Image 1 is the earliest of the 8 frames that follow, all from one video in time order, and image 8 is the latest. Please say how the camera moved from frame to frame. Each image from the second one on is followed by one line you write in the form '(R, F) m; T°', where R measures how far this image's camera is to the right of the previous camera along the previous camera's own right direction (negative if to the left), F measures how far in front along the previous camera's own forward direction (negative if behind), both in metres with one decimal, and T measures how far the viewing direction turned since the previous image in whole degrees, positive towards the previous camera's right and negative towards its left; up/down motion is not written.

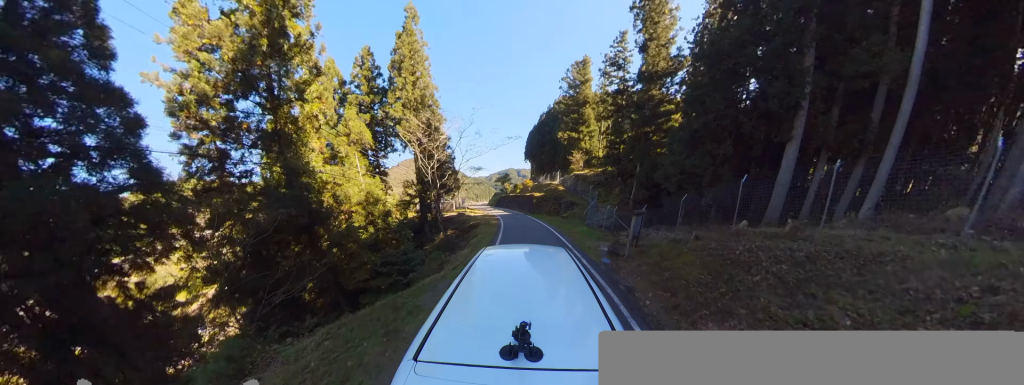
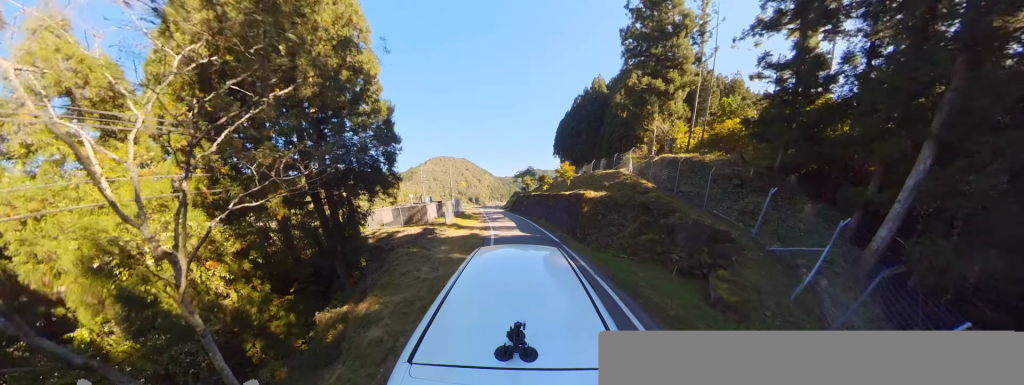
(-1.4, +14.4) m; -10°
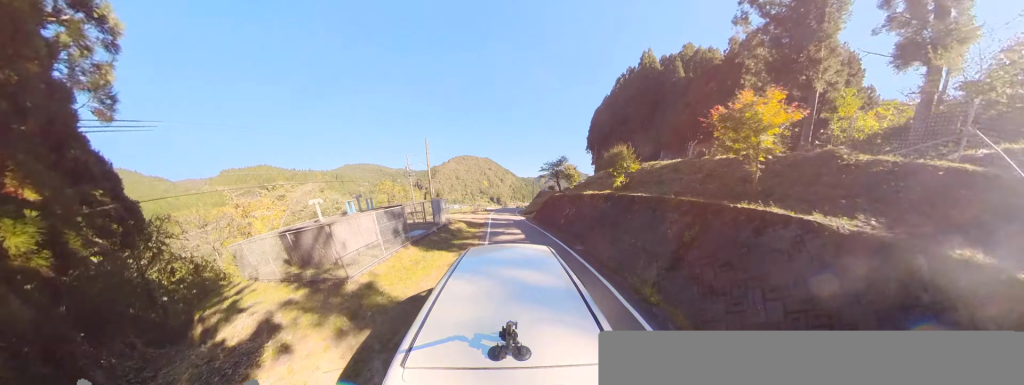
(+0.1, +11.9) m; +4°
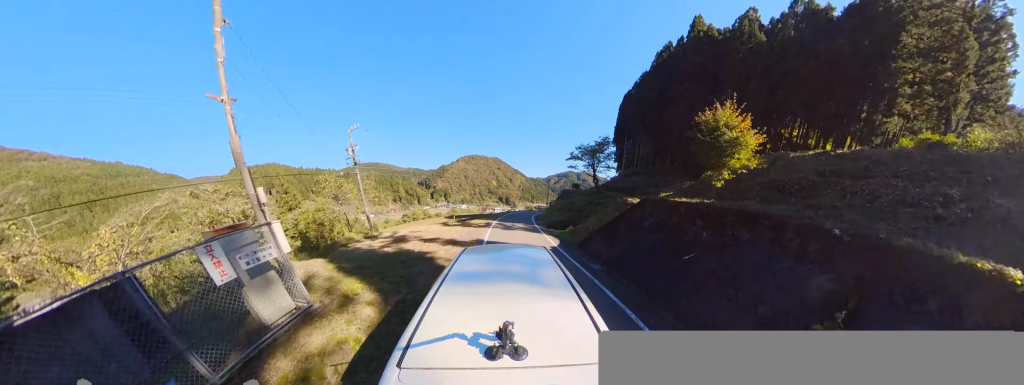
(+0.8, +11.4) m; +9°
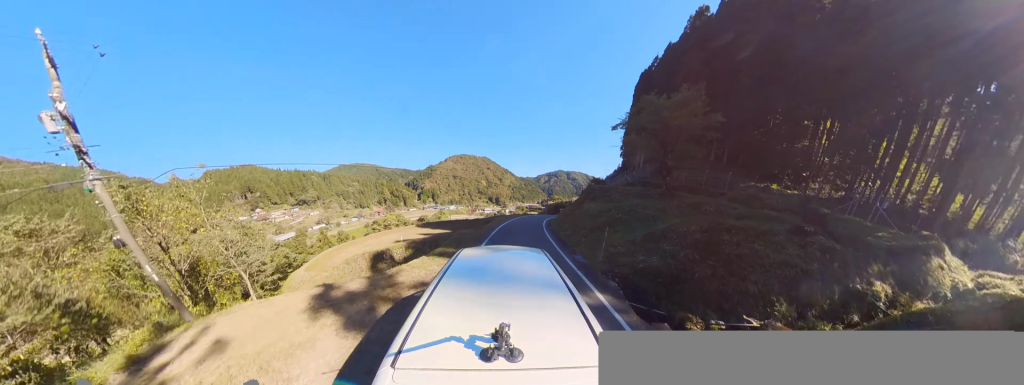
(+1.1, +12.5) m; +11°
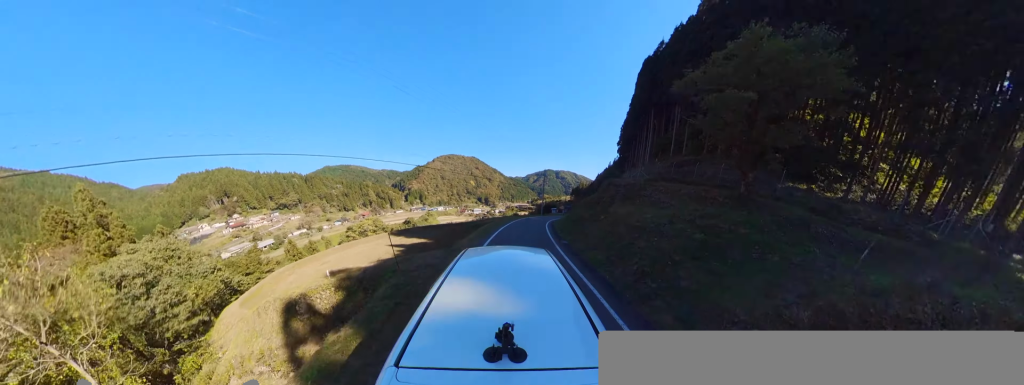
(+0.1, +6.5) m; +5°
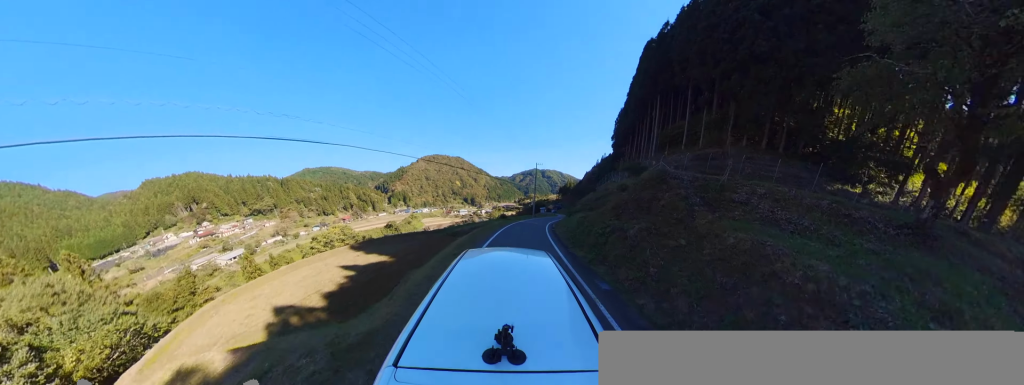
(+0.6, +7.1) m; +3°
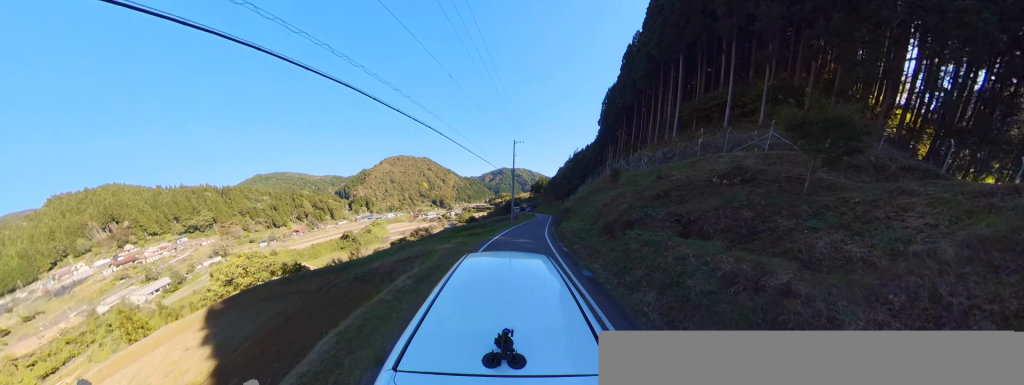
(+0.4, +15.1) m; +1°
